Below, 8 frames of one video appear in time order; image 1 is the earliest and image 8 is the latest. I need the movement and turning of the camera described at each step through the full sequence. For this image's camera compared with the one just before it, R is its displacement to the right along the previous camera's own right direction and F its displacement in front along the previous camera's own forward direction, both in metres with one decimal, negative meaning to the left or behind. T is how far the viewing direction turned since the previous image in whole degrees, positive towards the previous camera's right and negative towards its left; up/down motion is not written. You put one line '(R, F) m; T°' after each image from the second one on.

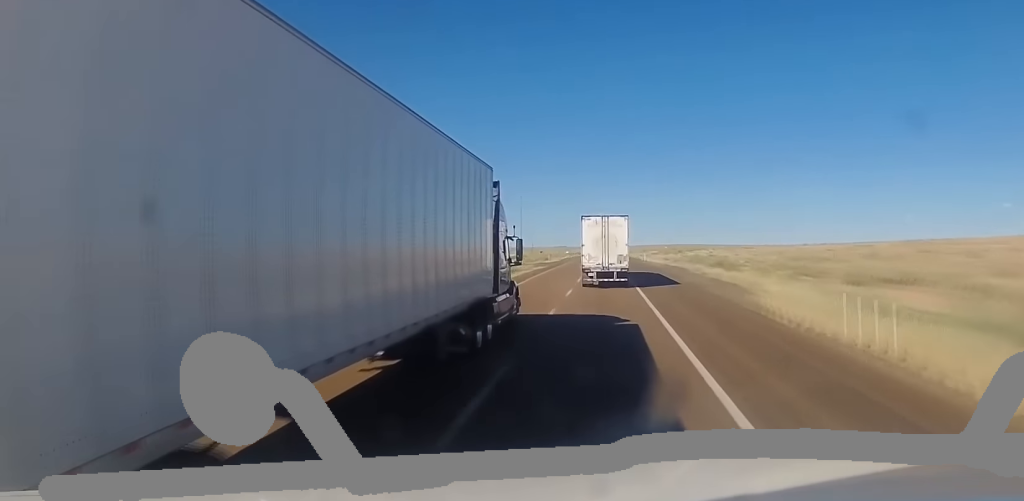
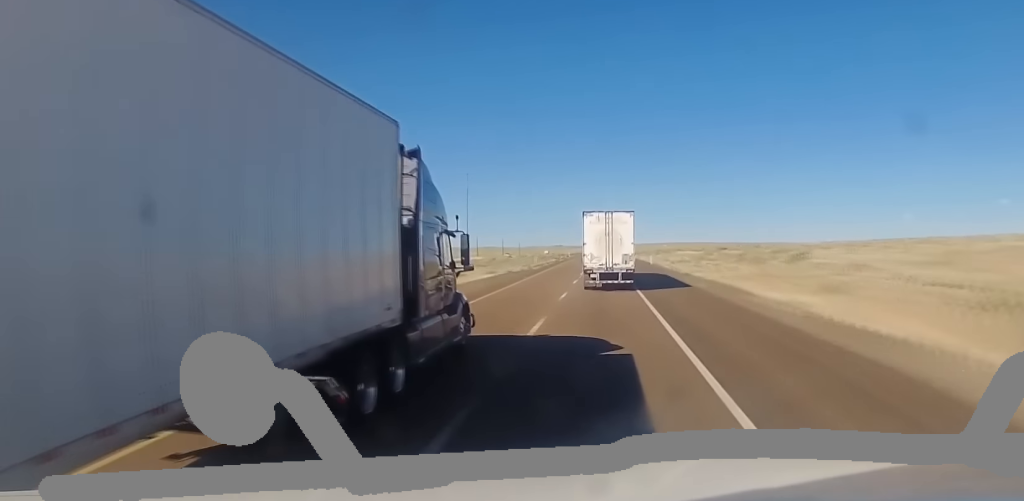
(-0.3, +104.1) m; 0°
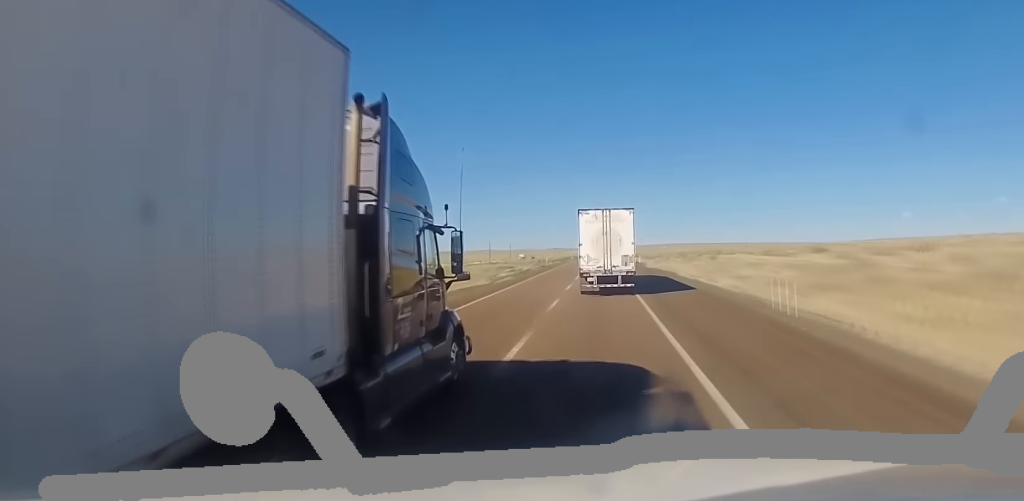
(-0.1, +67.4) m; 0°
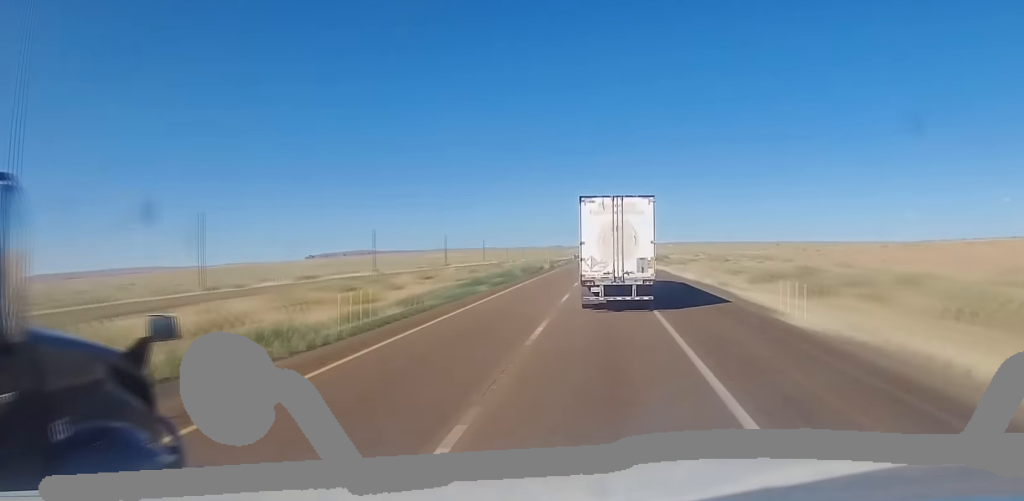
(+0.5, +187.8) m; 0°
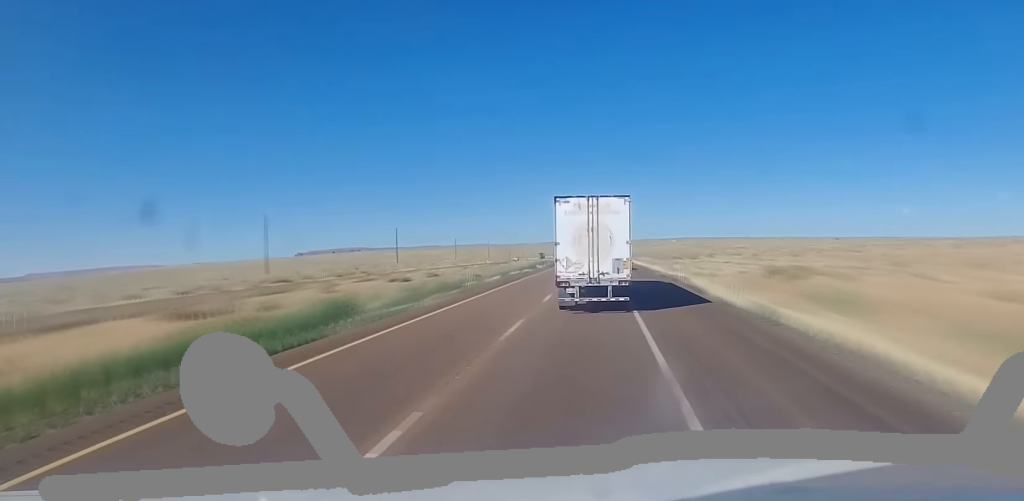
(+0.3, +161.6) m; 0°
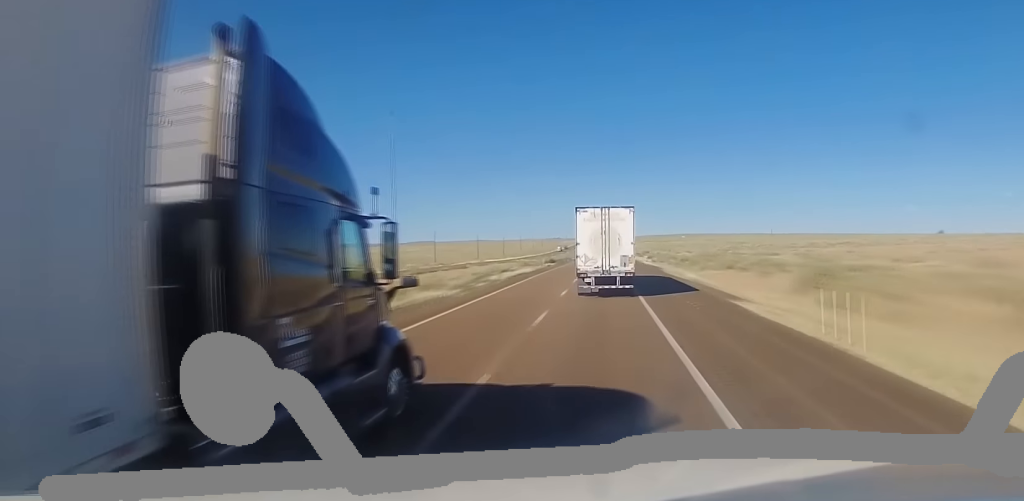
(-0.4, +219.8) m; 0°
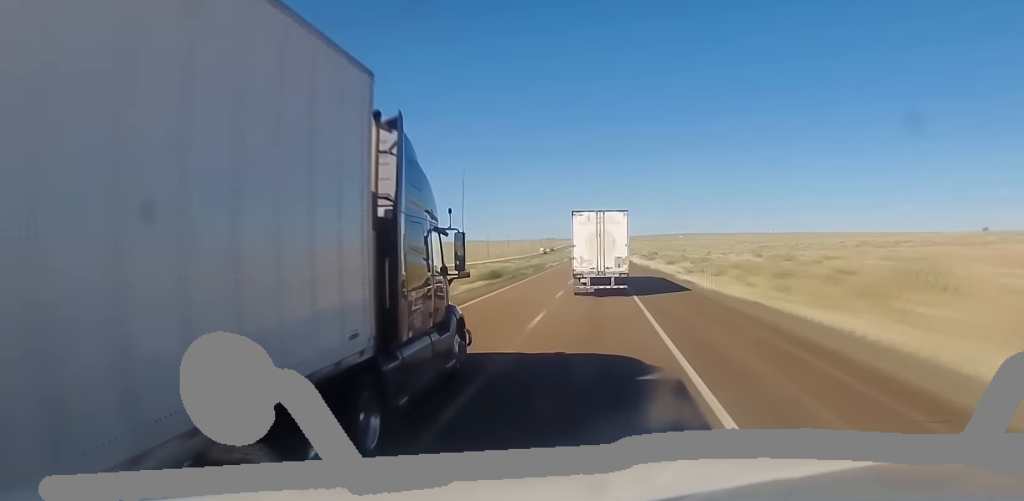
(+0.1, +63.3) m; 0°
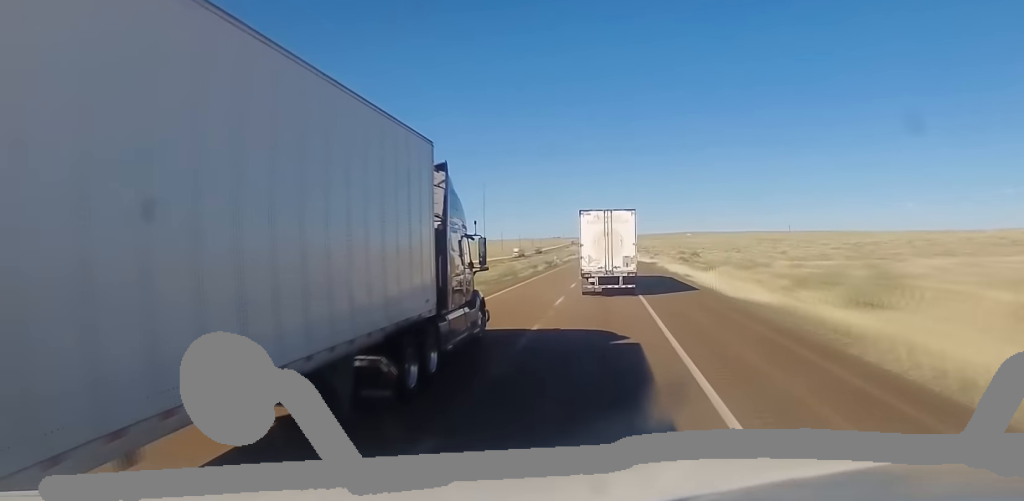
(-0.2, +79.3) m; 0°
